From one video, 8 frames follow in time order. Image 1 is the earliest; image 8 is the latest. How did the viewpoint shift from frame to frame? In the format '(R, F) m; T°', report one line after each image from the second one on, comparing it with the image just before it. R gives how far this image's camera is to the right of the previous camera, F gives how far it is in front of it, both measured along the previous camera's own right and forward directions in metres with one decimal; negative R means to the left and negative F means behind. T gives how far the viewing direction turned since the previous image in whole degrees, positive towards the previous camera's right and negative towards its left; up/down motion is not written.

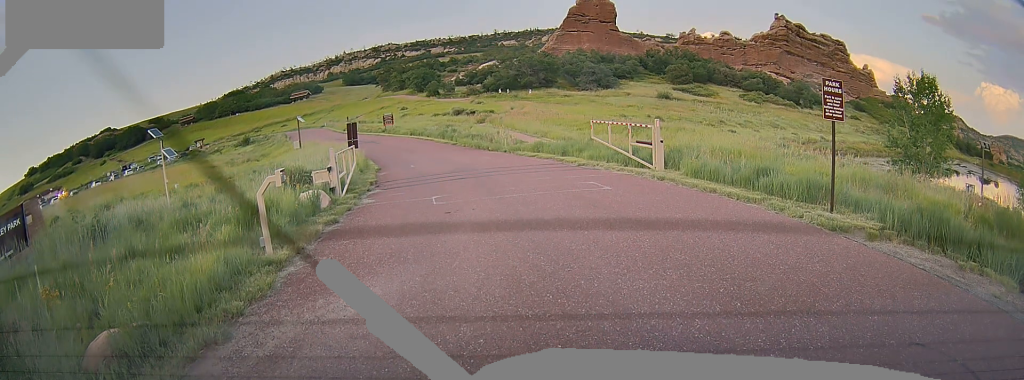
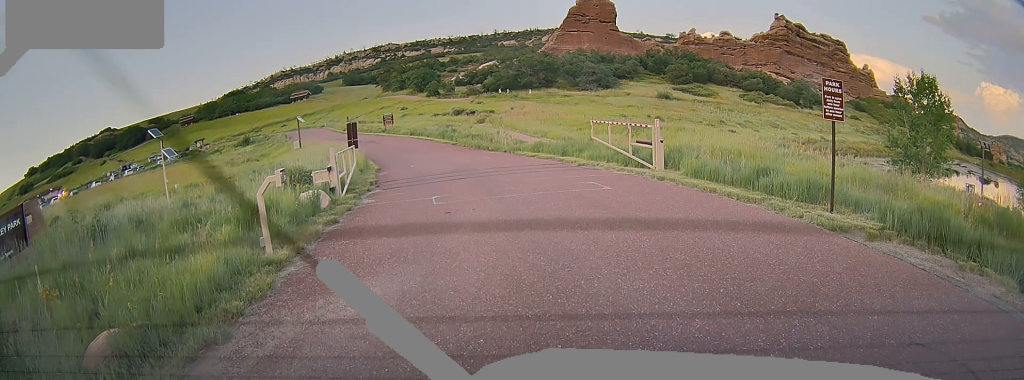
(0.0, 0.0) m; 0°
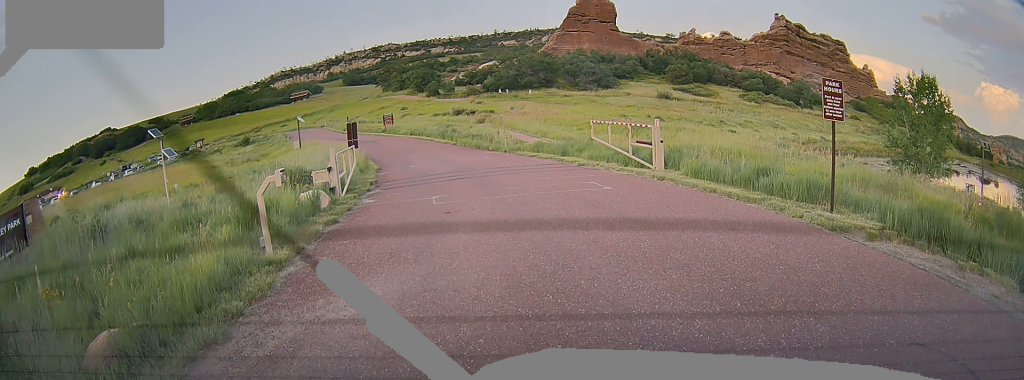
(0.0, 0.0) m; 0°
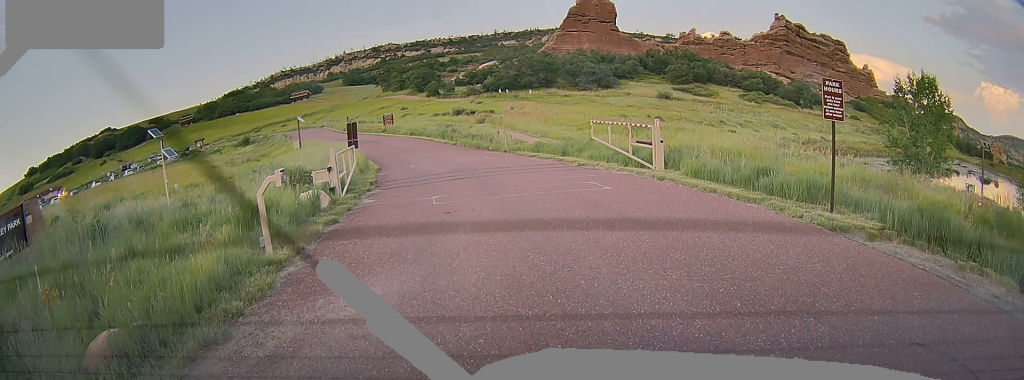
(0.0, 0.0) m; 0°
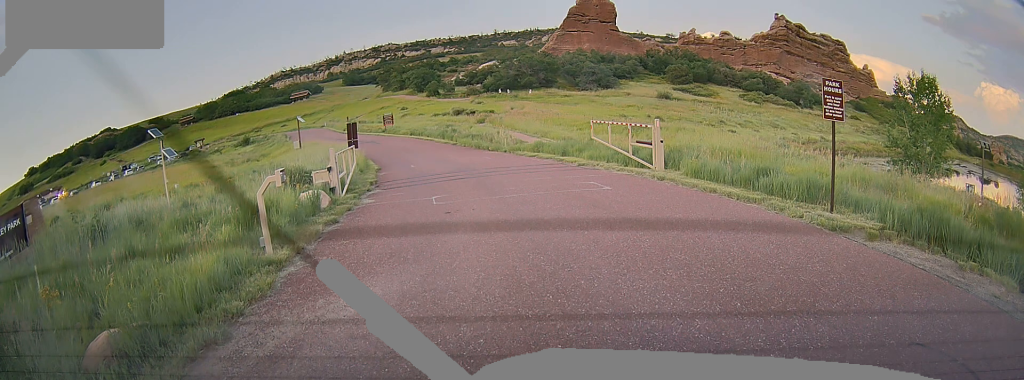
(0.0, 0.0) m; 0°
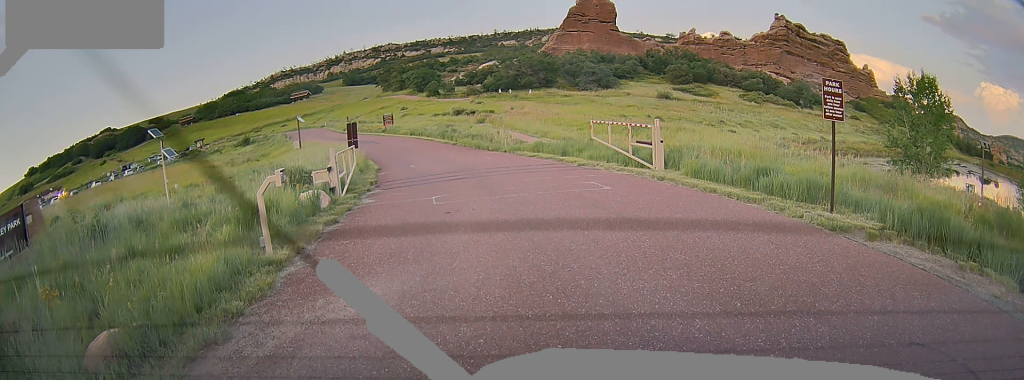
(0.0, 0.0) m; 0°
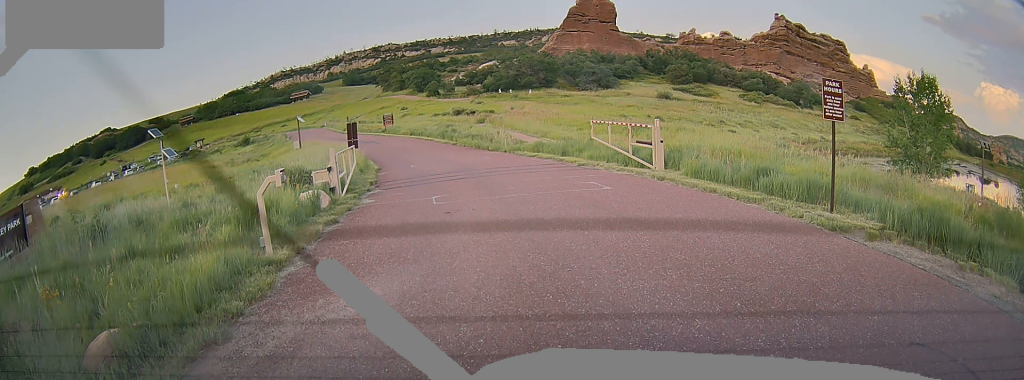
(0.0, 0.0) m; 0°
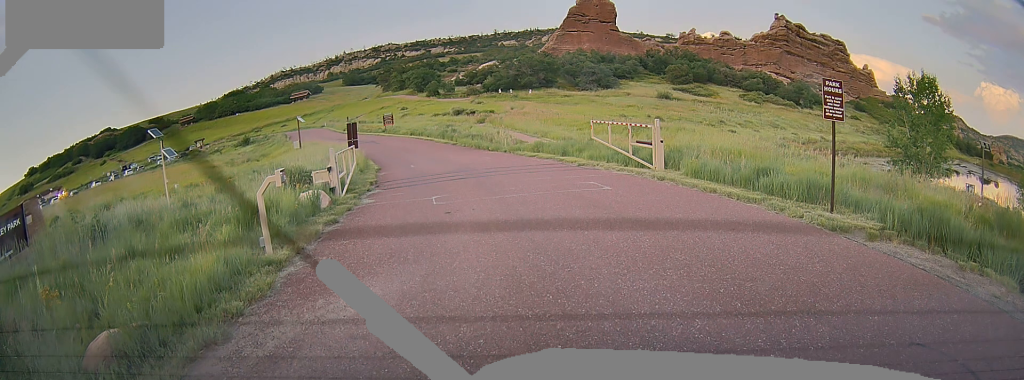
(0.0, 0.0) m; 0°
